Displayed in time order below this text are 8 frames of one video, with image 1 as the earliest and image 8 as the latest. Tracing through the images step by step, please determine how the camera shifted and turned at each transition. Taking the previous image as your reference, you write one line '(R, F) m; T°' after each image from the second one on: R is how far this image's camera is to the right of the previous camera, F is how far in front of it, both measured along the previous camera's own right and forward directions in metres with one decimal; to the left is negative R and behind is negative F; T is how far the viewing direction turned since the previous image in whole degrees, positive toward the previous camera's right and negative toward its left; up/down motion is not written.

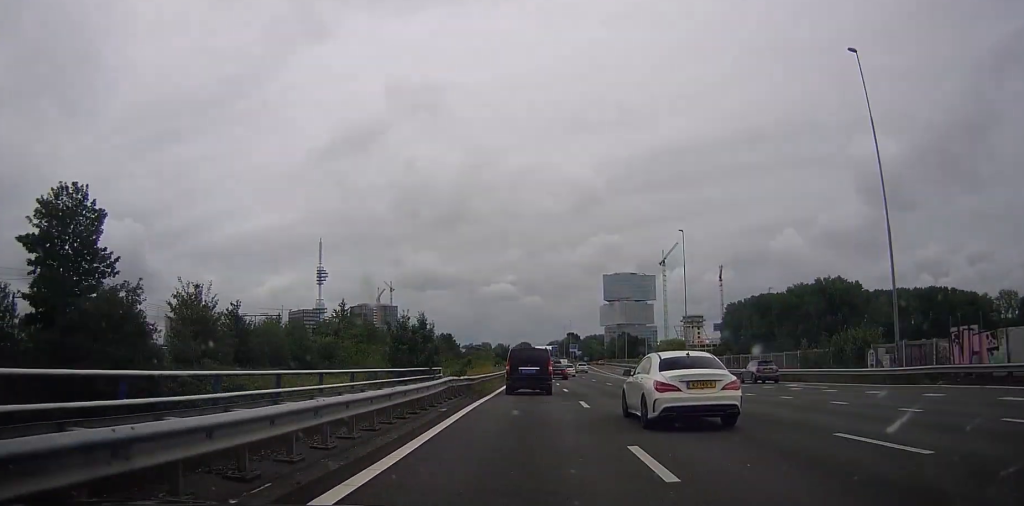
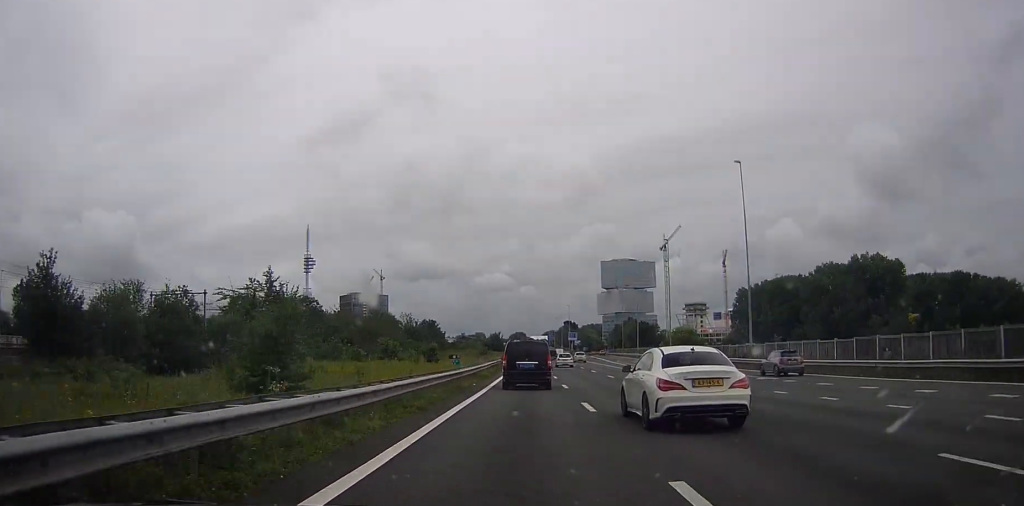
(0.0, +29.5) m; 0°
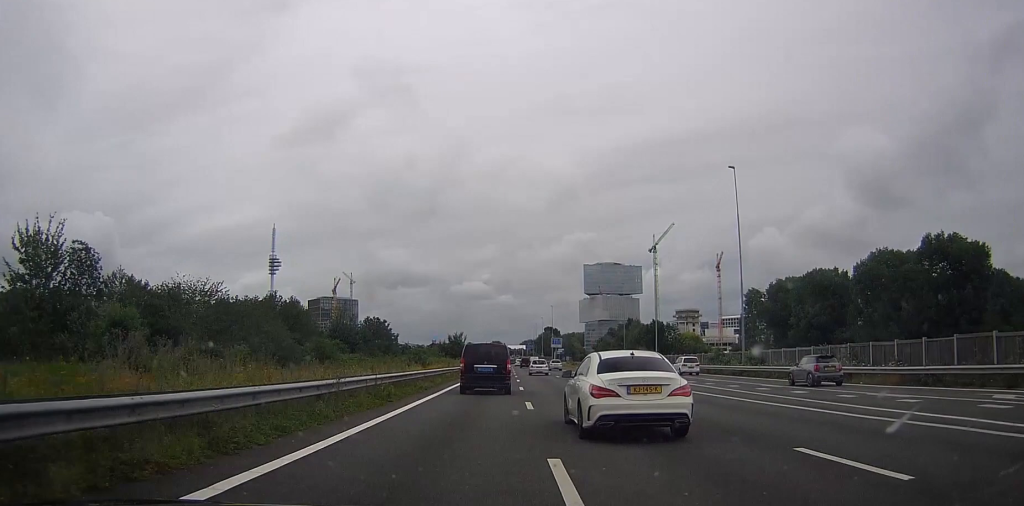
(0.0, +49.2) m; 0°
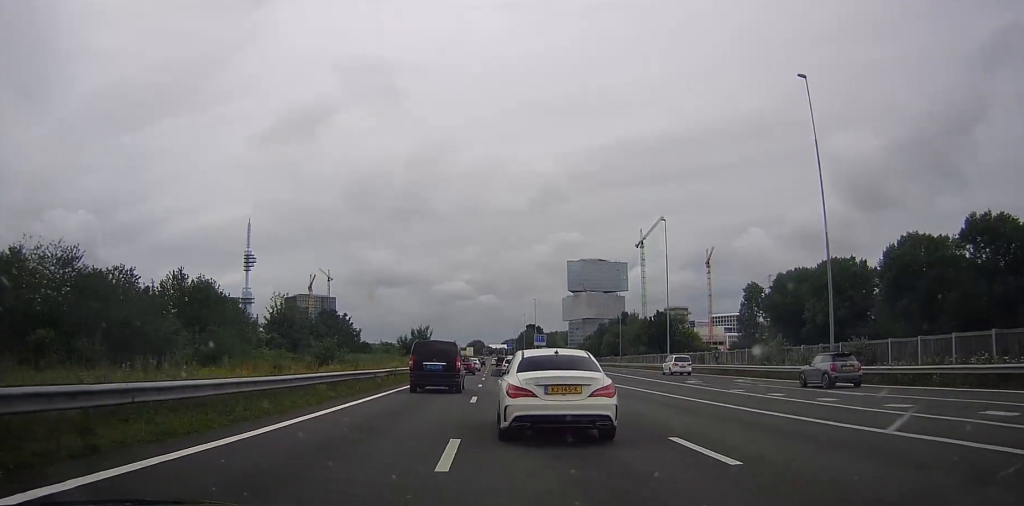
(0.0, +22.8) m; 0°
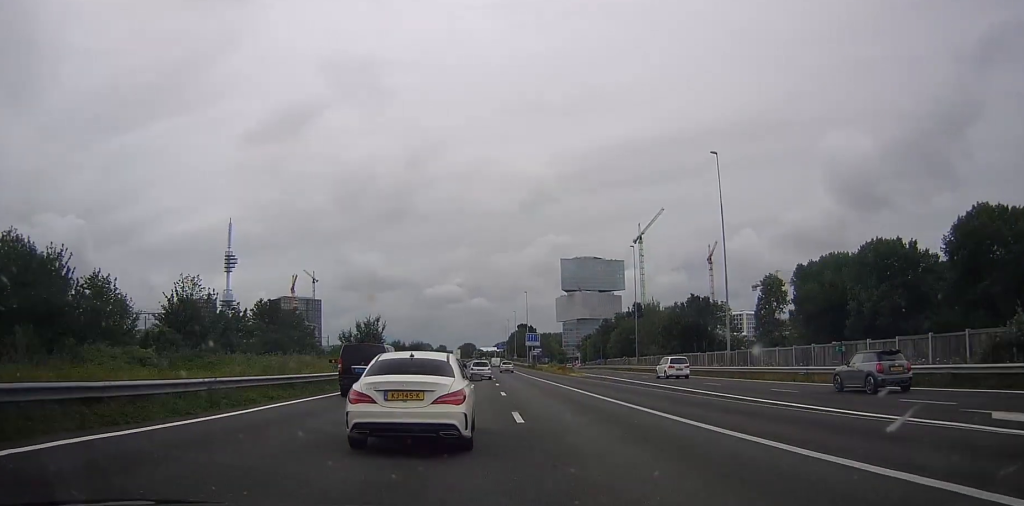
(0.0, +31.8) m; 0°
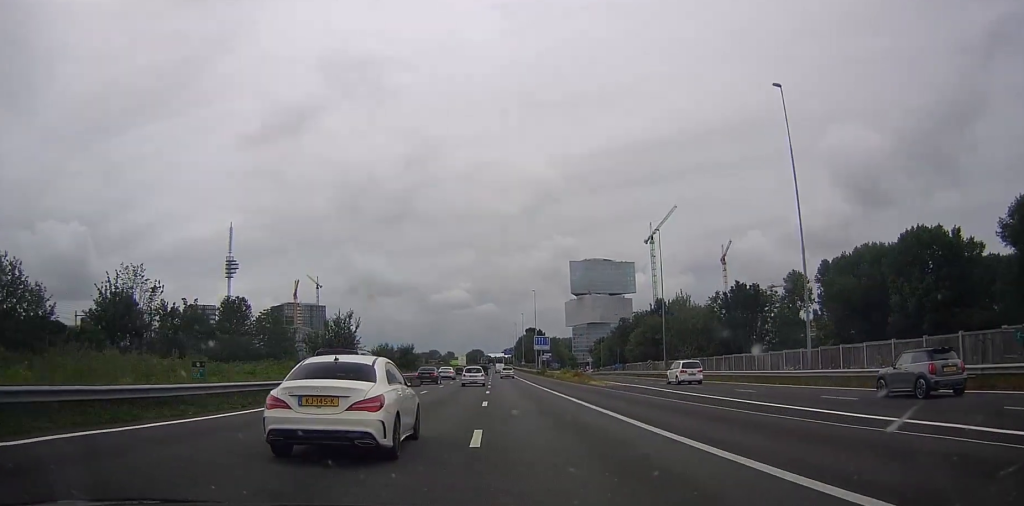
(0.0, +16.6) m; 0°
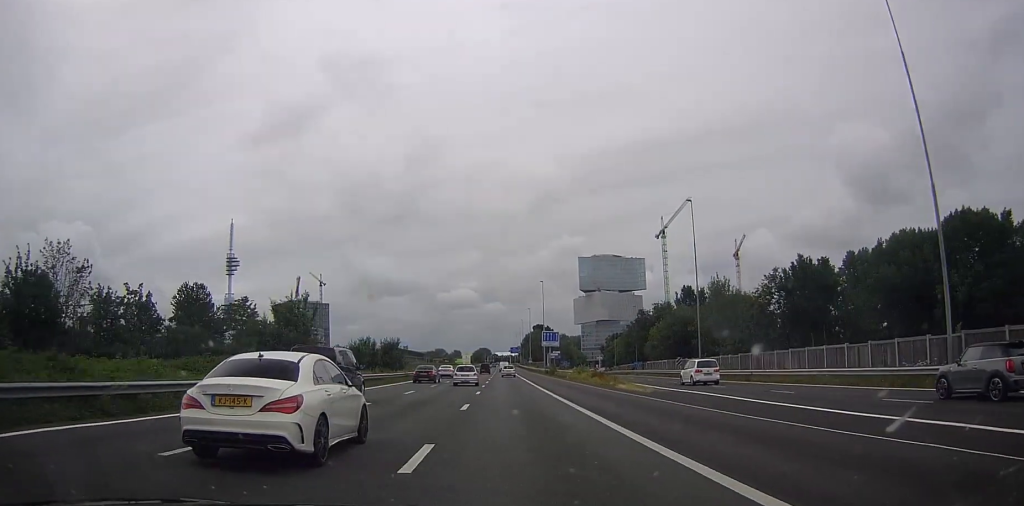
(0.0, +15.6) m; 0°
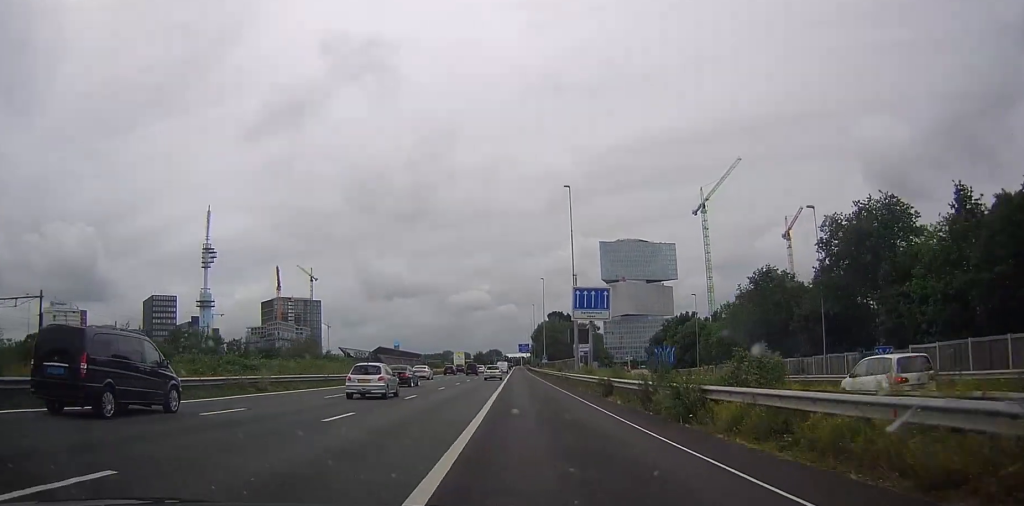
(0.0, +76.1) m; 0°
